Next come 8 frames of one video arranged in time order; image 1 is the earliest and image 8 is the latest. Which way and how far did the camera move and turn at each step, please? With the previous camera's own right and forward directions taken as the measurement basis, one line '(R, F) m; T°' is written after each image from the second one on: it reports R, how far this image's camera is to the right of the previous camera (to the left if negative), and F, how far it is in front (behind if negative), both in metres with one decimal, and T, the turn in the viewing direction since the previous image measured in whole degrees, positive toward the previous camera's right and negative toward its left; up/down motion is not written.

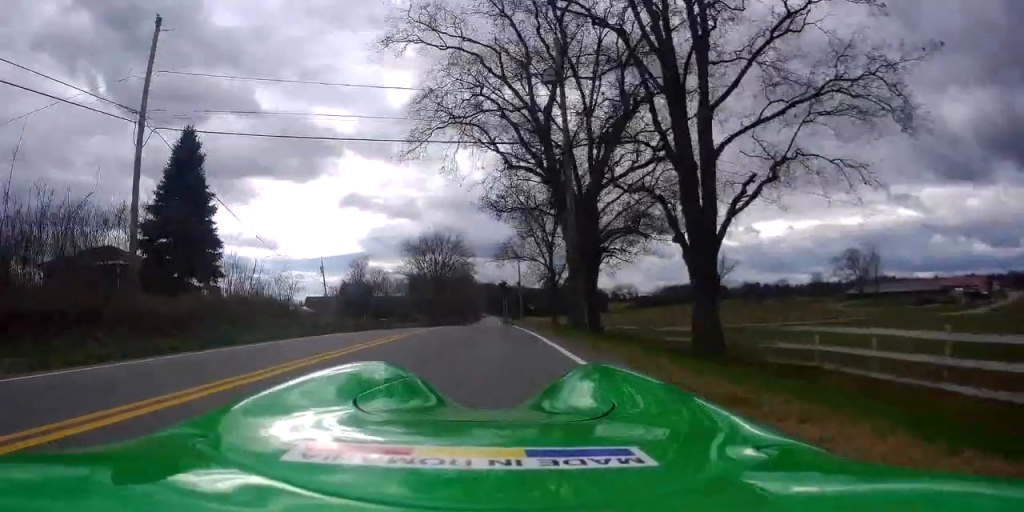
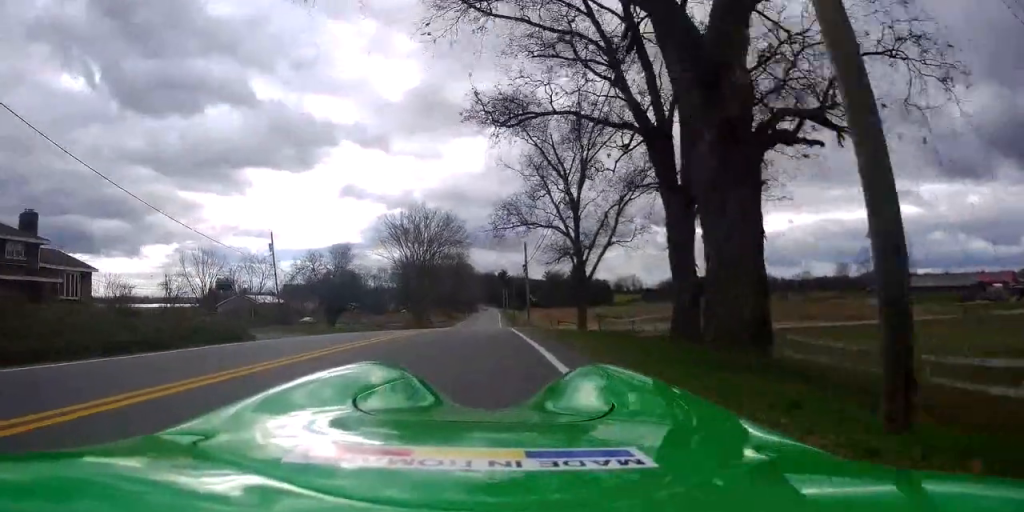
(+1.4, +19.8) m; +5°
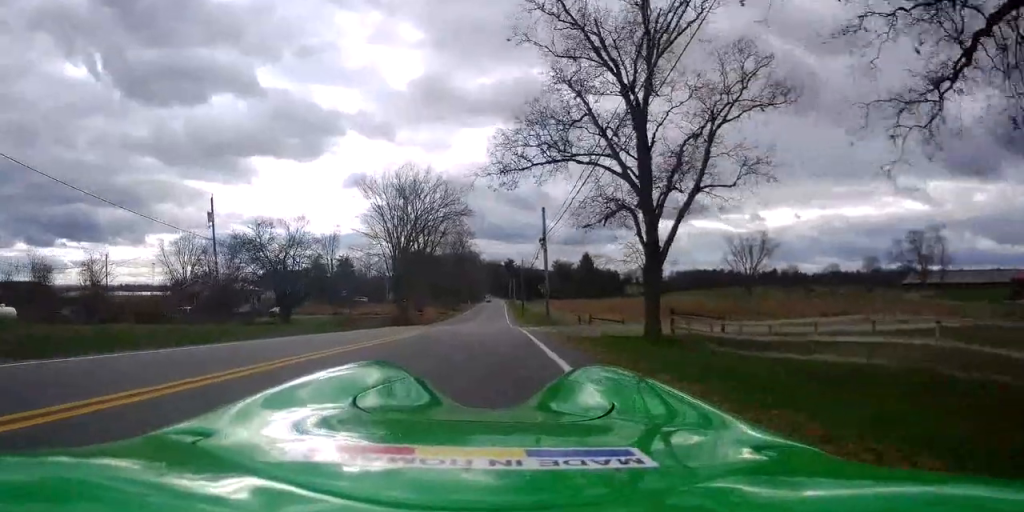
(-0.2, +16.1) m; -1°
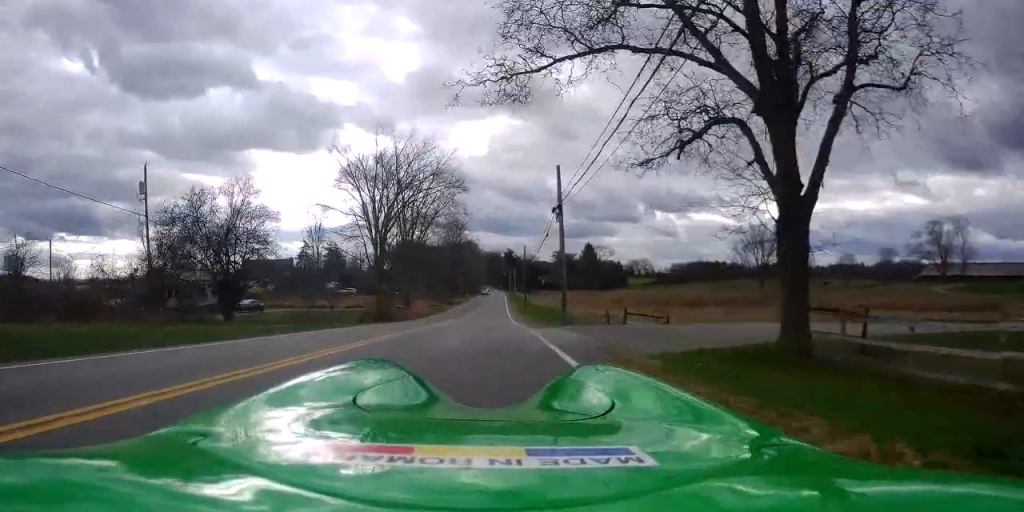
(0.0, +10.4) m; +2°
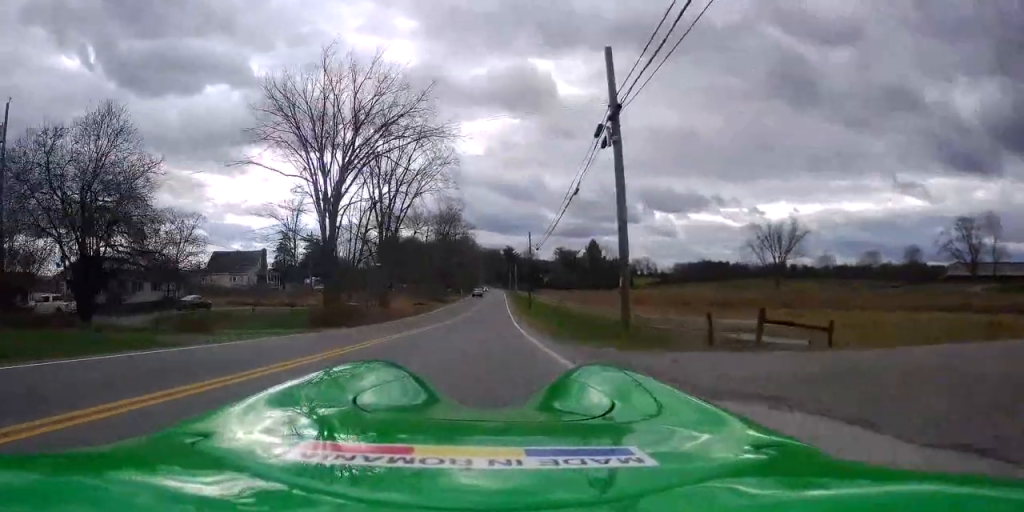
(+0.6, +14.2) m; 0°
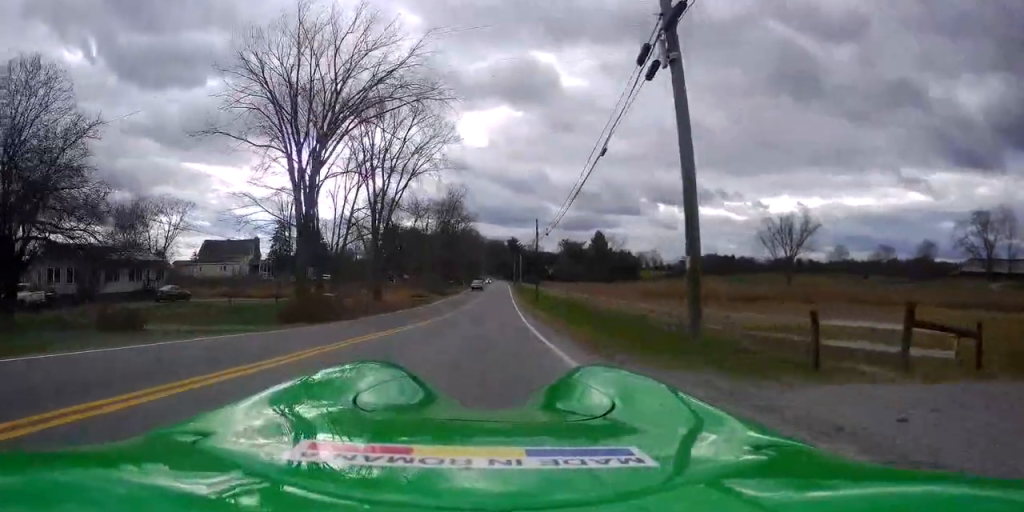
(+0.2, +5.0) m; -2°
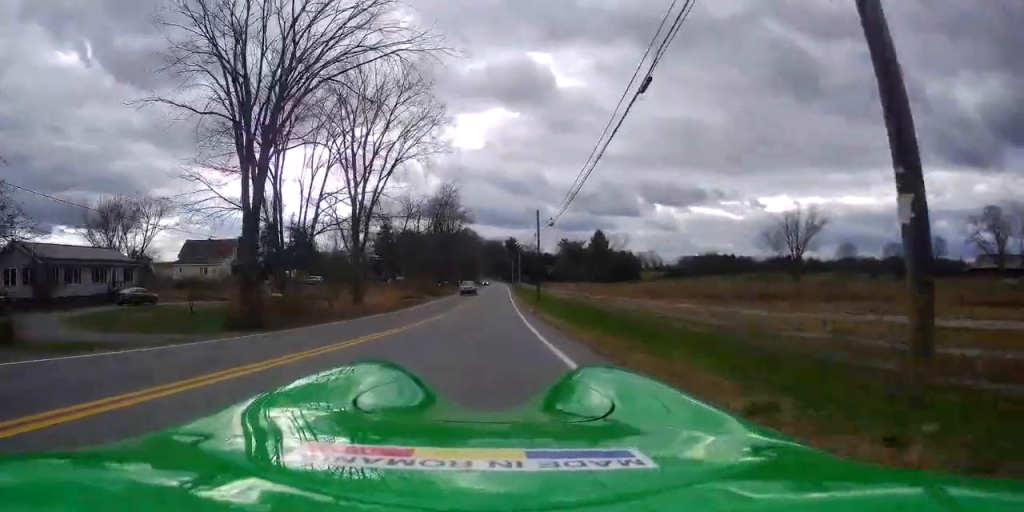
(-0.4, +6.2) m; 0°
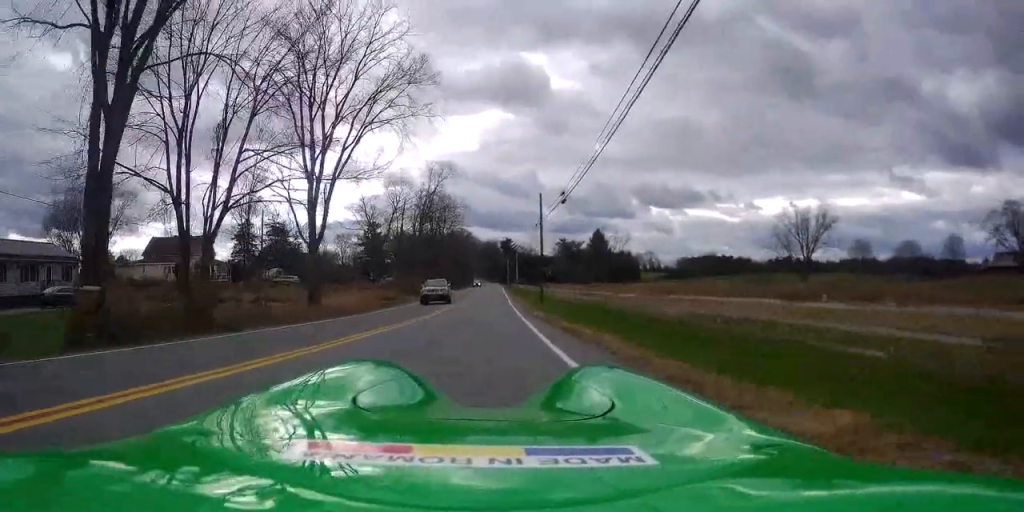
(0.0, +9.6) m; +1°
